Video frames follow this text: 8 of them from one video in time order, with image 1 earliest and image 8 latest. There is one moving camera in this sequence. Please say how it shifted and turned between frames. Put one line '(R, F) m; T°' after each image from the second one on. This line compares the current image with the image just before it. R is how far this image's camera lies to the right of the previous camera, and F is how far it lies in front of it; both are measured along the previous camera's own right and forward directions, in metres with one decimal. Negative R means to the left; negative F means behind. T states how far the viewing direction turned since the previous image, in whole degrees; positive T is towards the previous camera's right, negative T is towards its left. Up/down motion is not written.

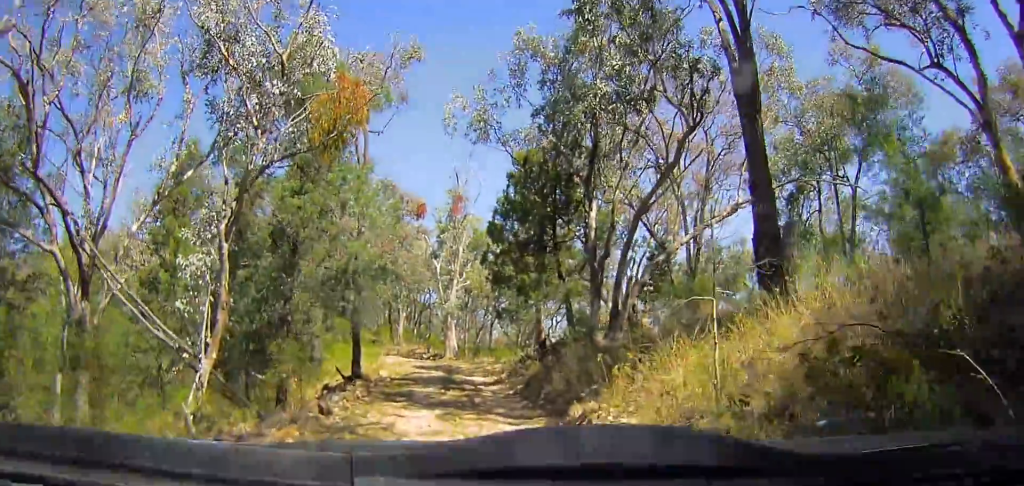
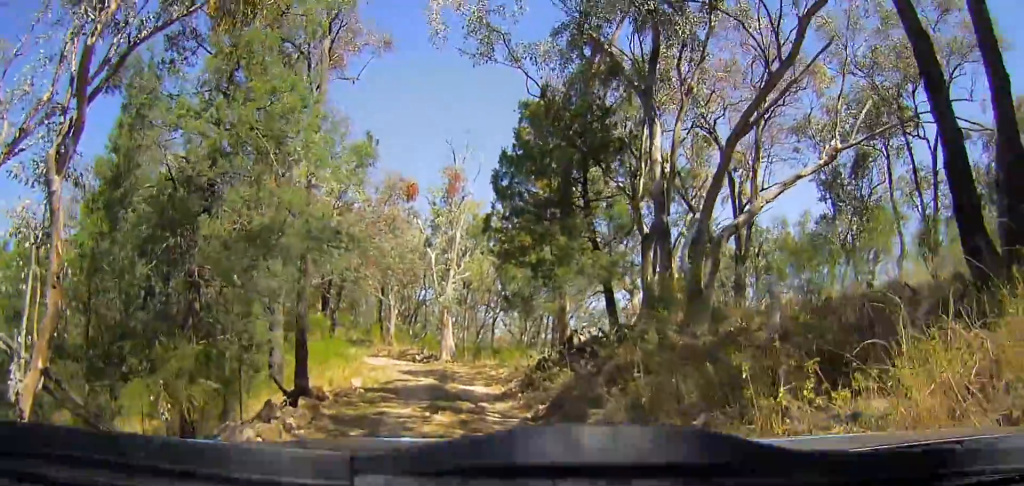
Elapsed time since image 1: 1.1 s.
(+0.1, +5.0) m; +3°
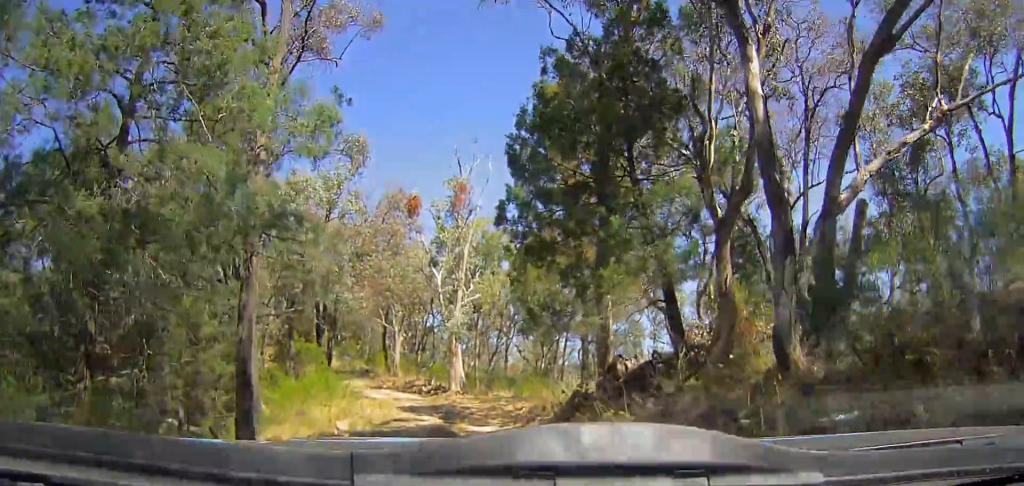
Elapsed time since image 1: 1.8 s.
(+0.1, +3.2) m; +2°
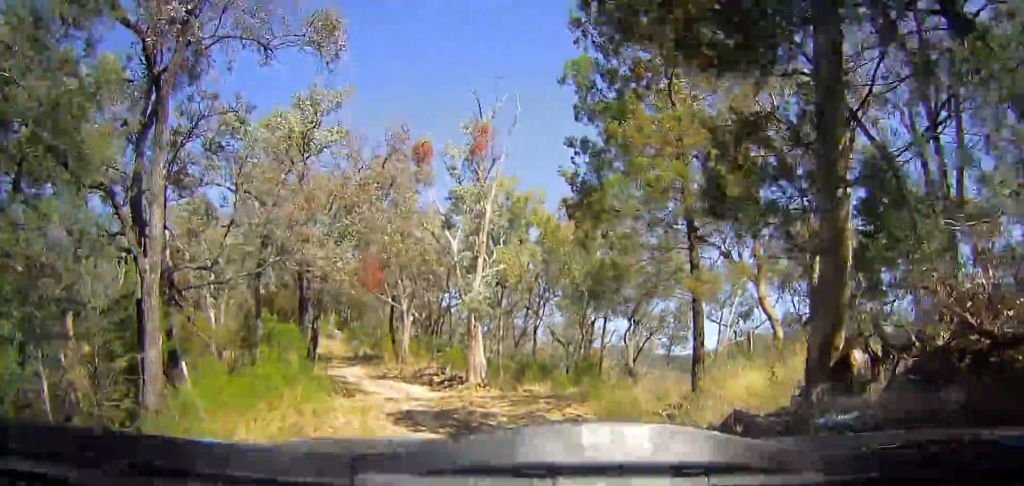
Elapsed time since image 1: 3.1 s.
(0.0, +7.5) m; 0°
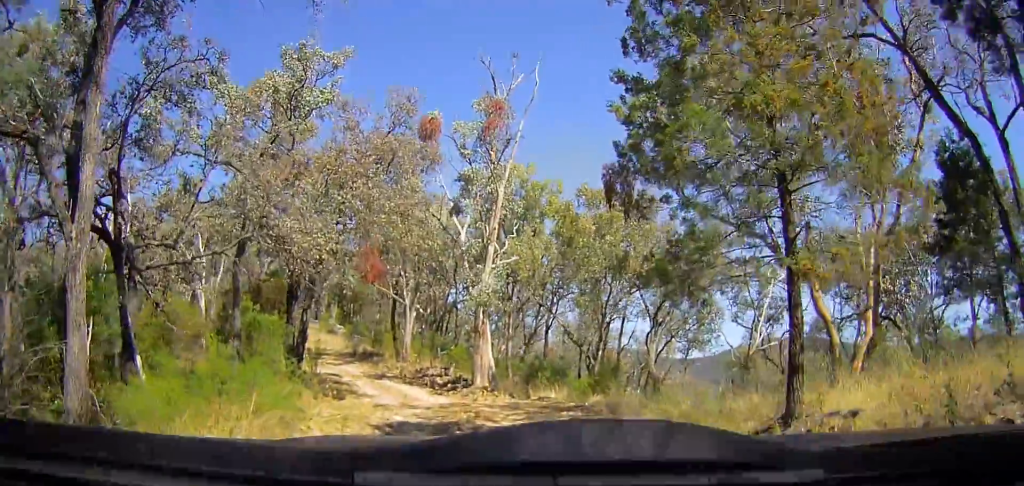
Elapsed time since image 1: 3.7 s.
(0.0, +2.8) m; 0°
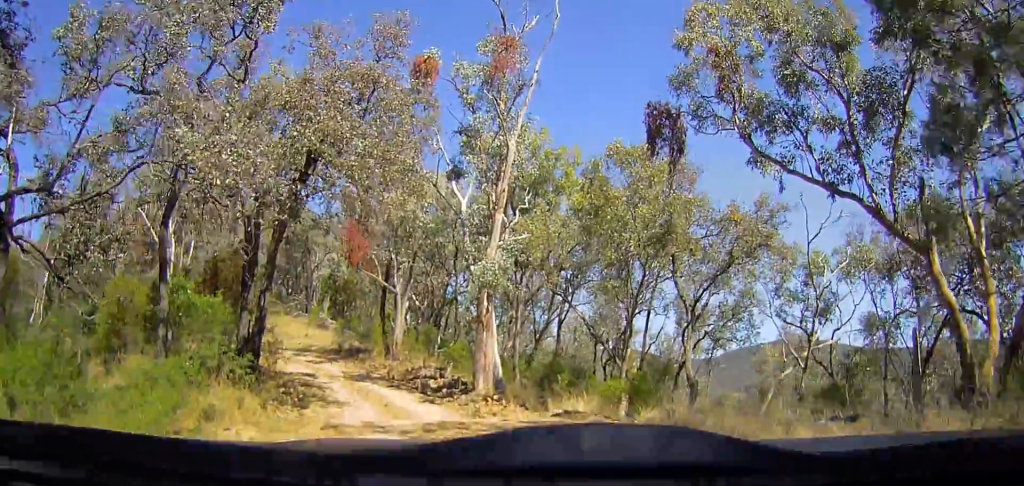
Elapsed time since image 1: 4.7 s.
(0.0, +5.0) m; 0°
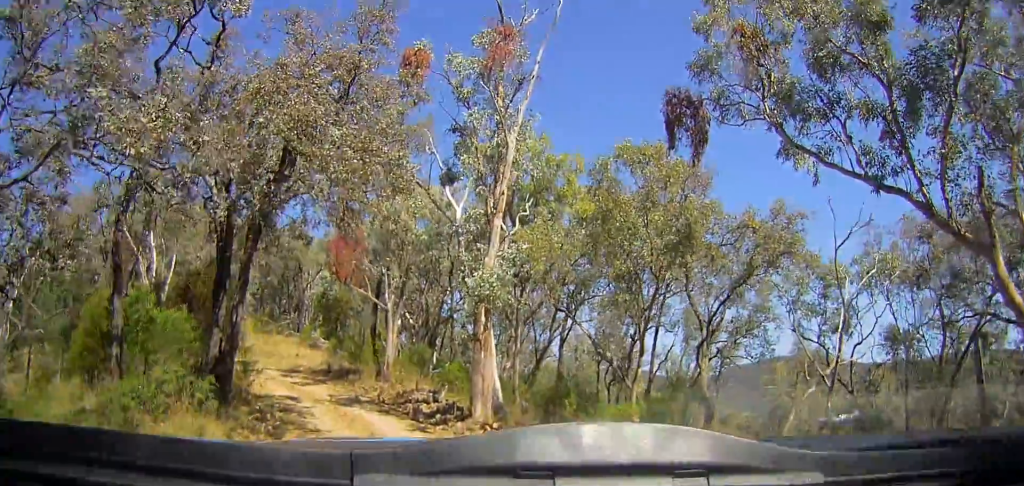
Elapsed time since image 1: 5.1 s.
(0.0, +2.0) m; -3°
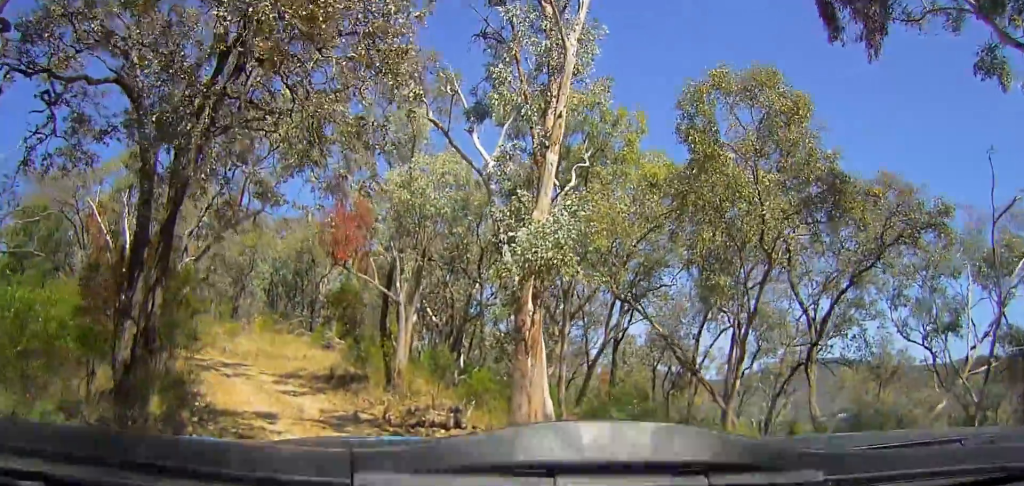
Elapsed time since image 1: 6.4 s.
(-0.6, +5.9) m; -12°
